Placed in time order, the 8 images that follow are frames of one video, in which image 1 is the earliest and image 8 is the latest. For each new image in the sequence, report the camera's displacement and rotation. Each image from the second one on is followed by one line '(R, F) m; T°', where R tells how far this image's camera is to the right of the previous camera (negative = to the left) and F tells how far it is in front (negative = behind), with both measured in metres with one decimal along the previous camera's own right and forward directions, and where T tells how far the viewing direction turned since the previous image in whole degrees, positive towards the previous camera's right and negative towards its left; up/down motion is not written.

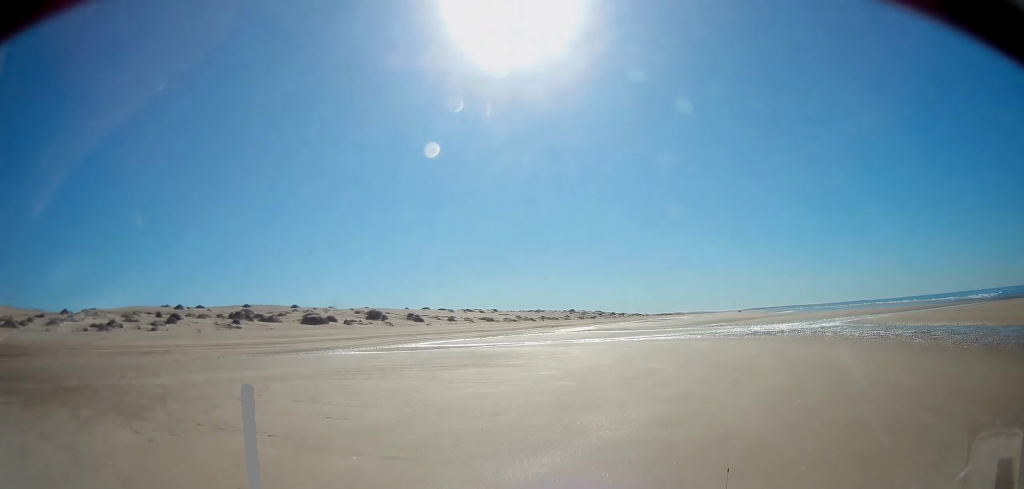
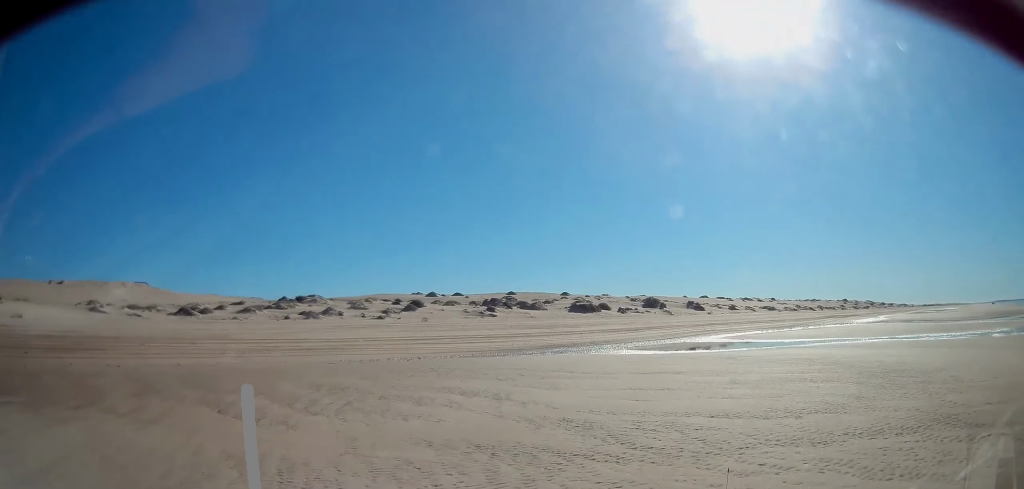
(-3.9, +17.1) m; -42°
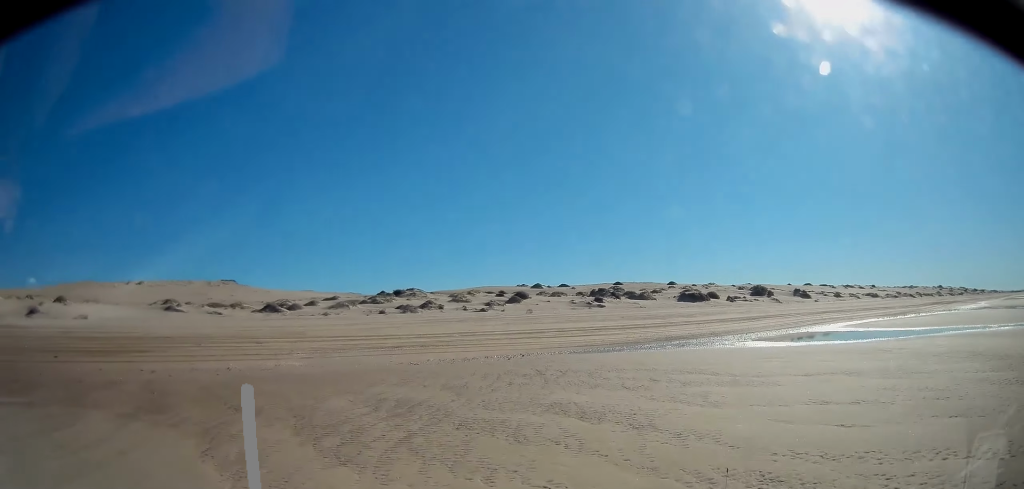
(-0.4, +4.6) m; -21°
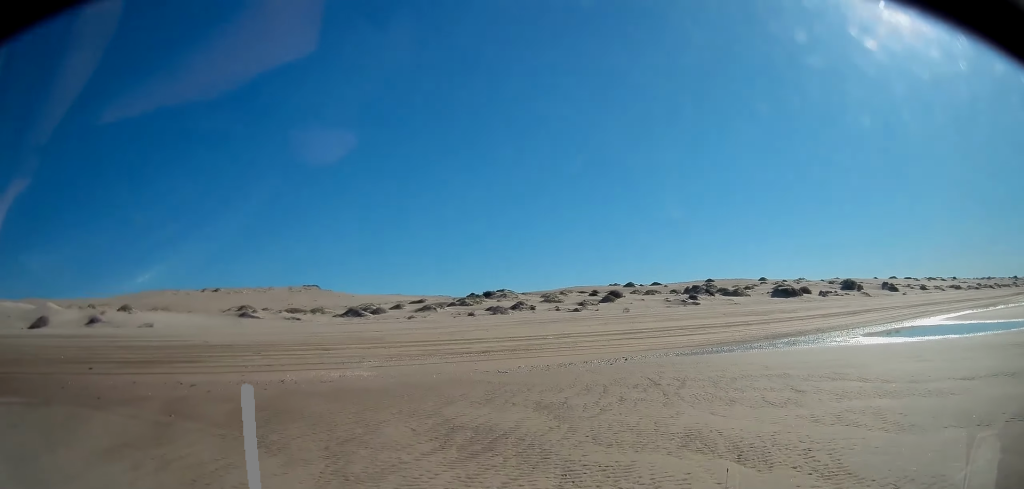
(-1.5, +3.6) m; -12°
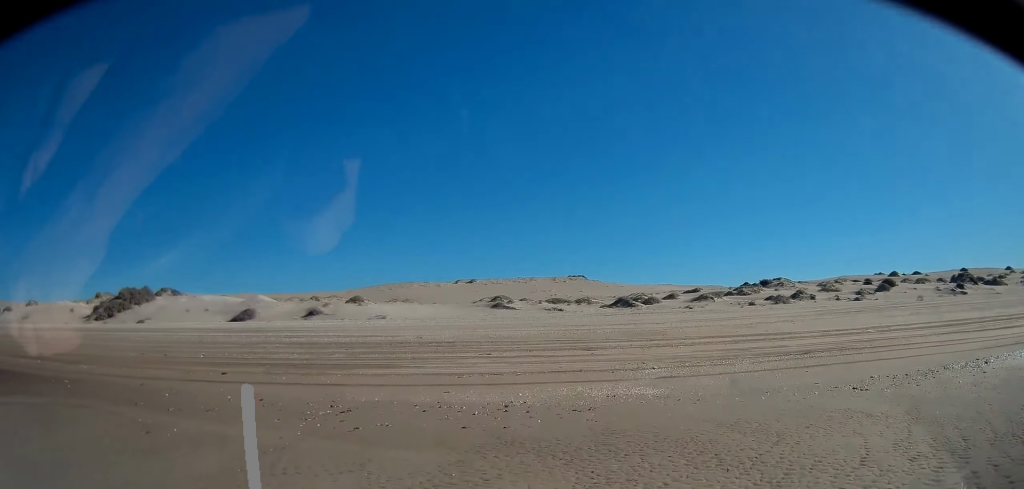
(-2.0, +9.7) m; -25°
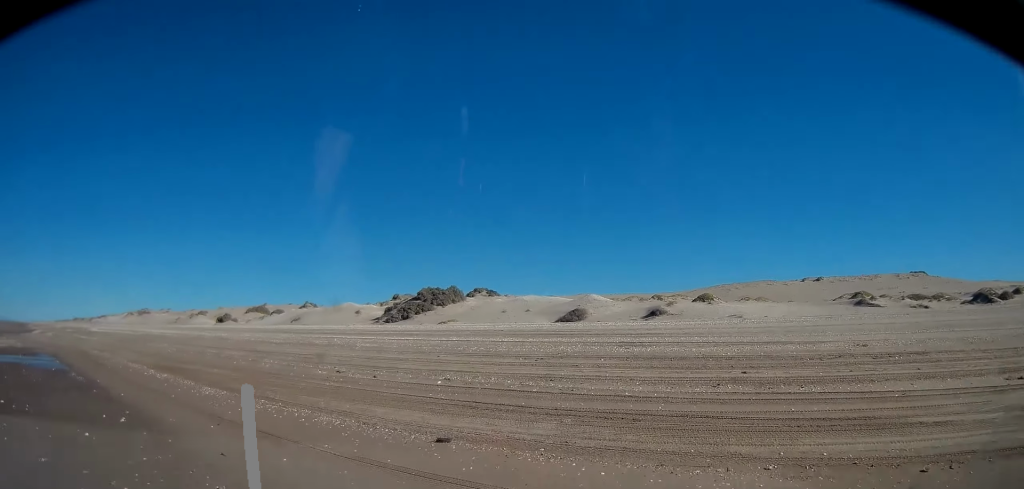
(-2.6, +13.3) m; -18°
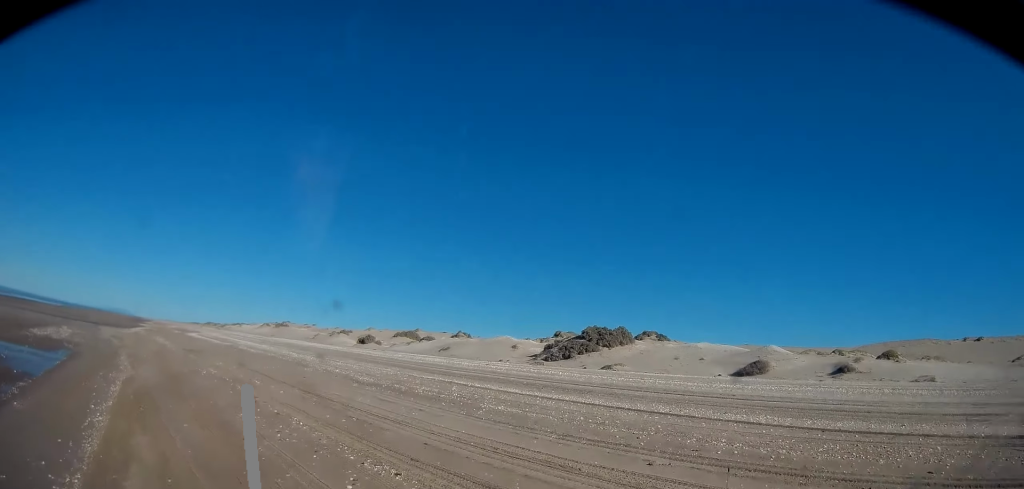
(-1.6, +10.4) m; -14°
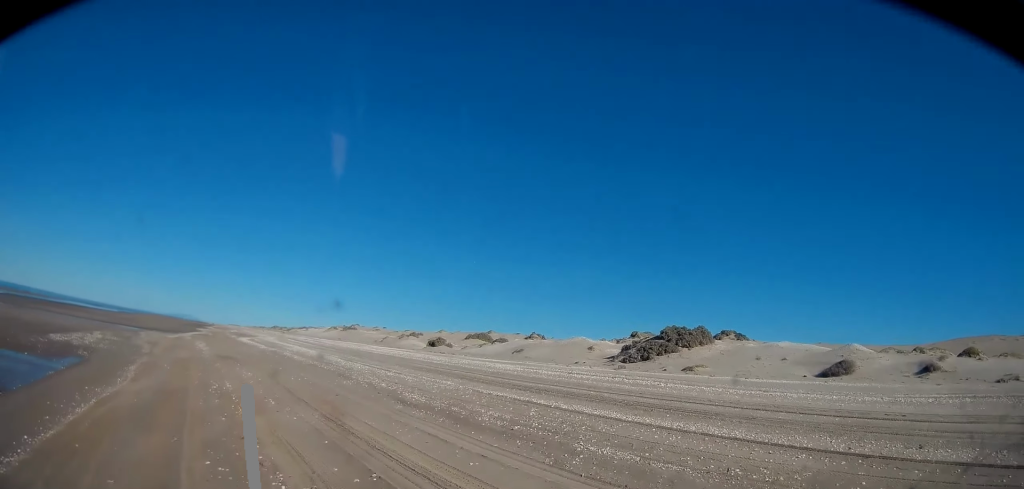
(0.0, +4.6) m; 0°
